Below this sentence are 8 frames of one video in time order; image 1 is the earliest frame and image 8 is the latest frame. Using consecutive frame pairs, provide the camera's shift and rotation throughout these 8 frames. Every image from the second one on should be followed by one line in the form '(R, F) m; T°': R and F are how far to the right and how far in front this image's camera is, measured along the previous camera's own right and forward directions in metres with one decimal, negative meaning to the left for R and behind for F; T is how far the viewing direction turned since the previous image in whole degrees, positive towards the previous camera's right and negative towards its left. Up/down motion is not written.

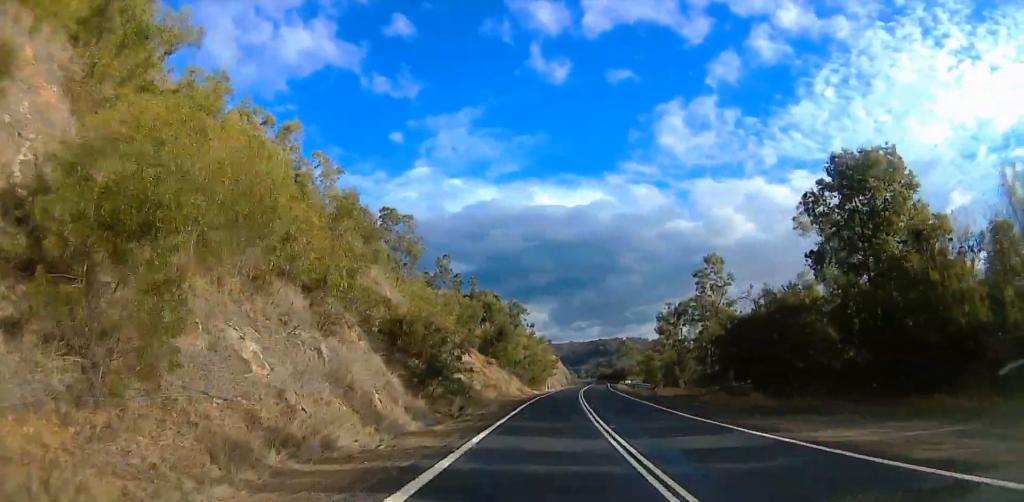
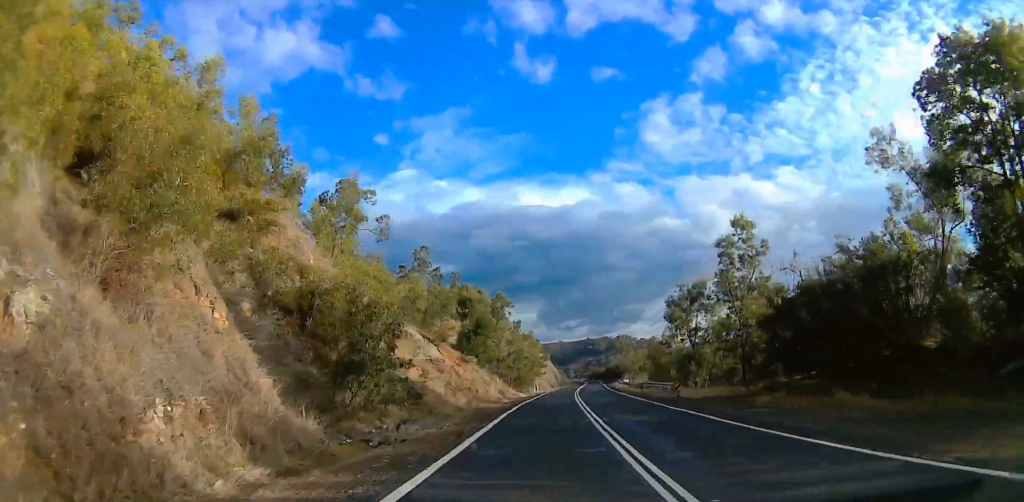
(-0.1, +12.2) m; +1°
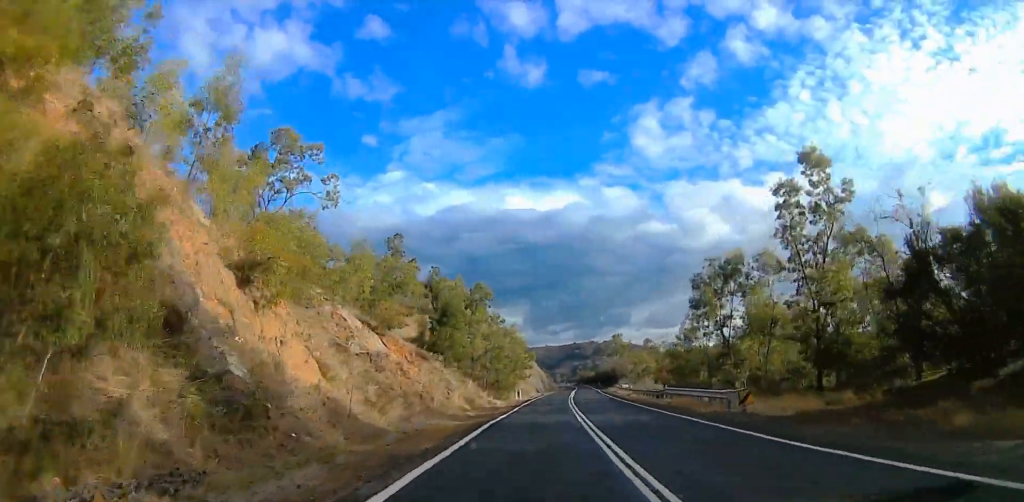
(+0.2, +14.2) m; +1°
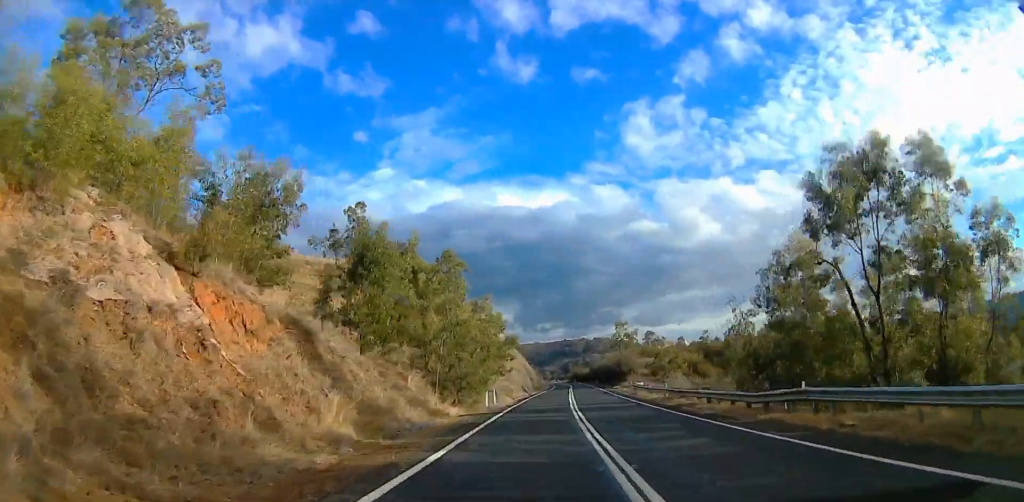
(+0.6, +21.2) m; +2°
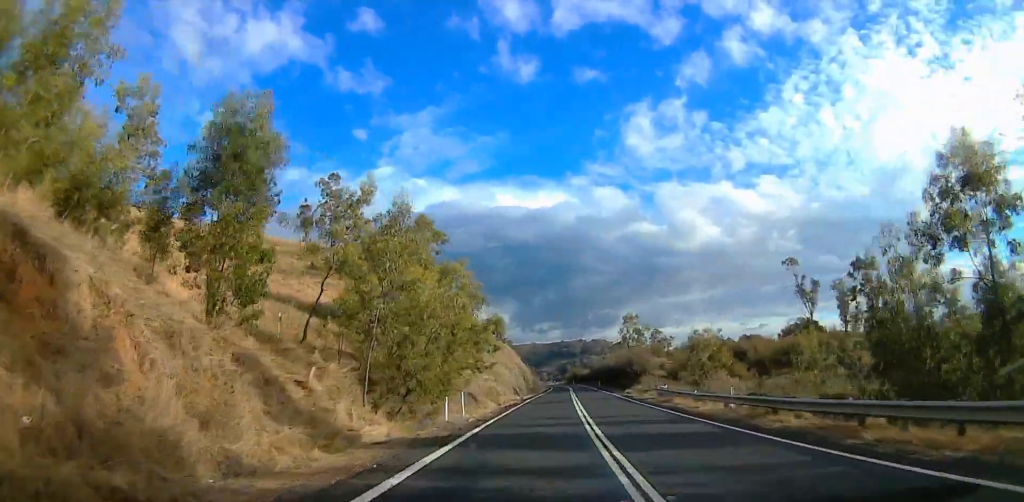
(+0.1, +14.0) m; 0°
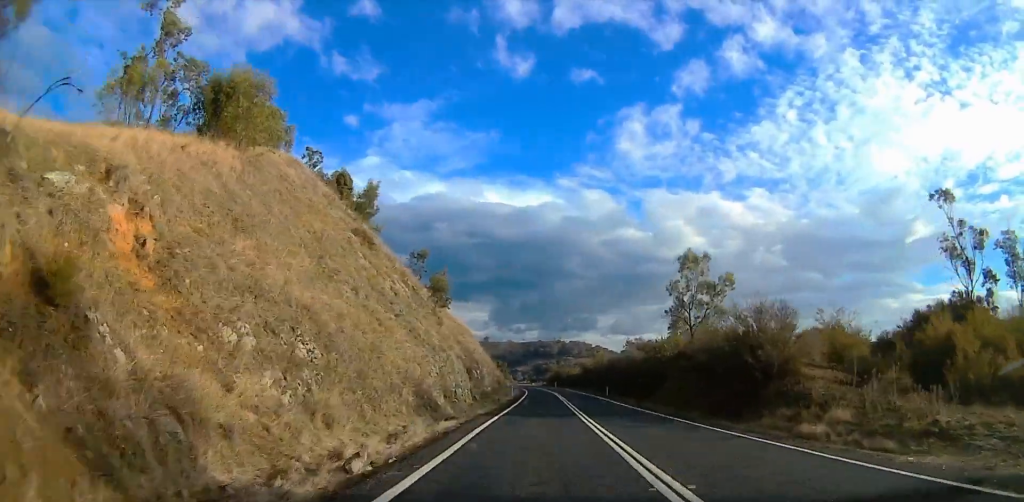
(+0.2, +46.4) m; 0°
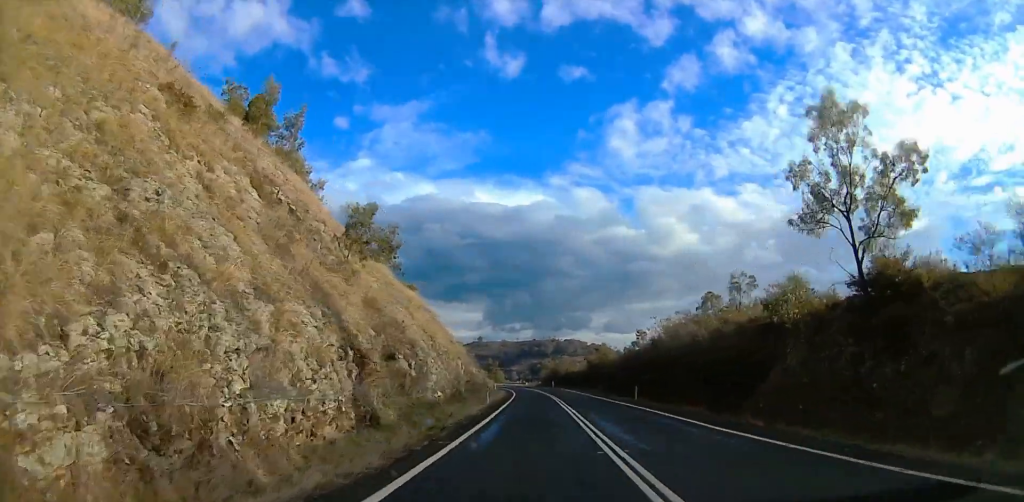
(-0.1, +24.6) m; +1°
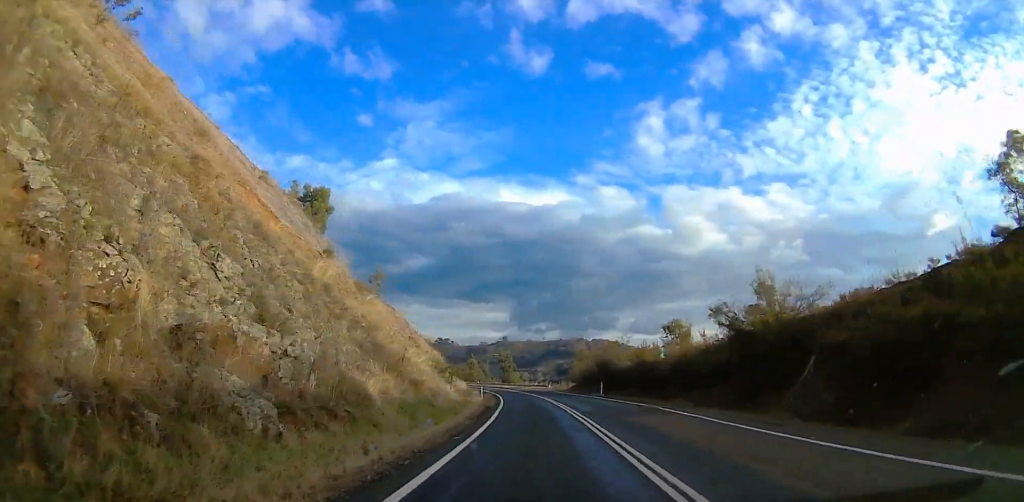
(+0.1, +57.2) m; -2°
